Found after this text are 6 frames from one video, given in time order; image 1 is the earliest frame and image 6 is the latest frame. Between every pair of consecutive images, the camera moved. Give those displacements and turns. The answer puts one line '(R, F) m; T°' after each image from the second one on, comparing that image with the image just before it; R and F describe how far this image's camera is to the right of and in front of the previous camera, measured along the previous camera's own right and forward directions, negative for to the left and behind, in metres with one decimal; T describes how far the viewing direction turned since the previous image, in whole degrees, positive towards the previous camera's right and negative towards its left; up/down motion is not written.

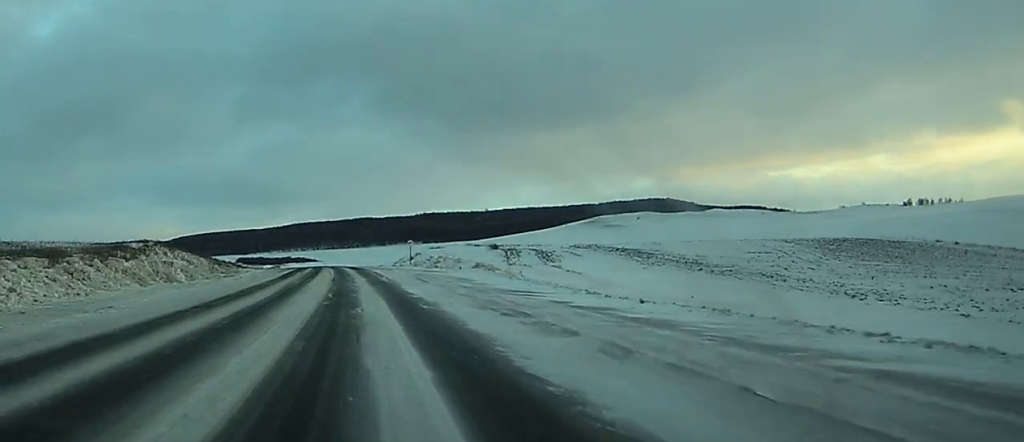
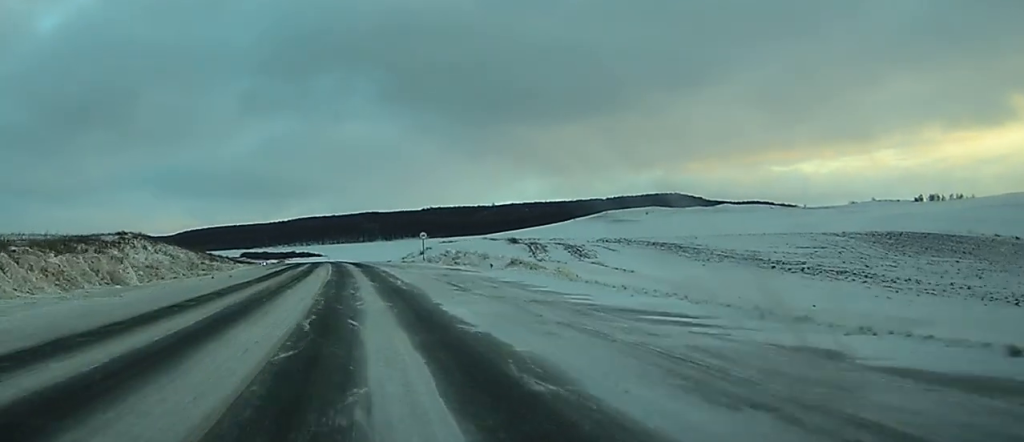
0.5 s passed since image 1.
(0.0, +13.3) m; 0°
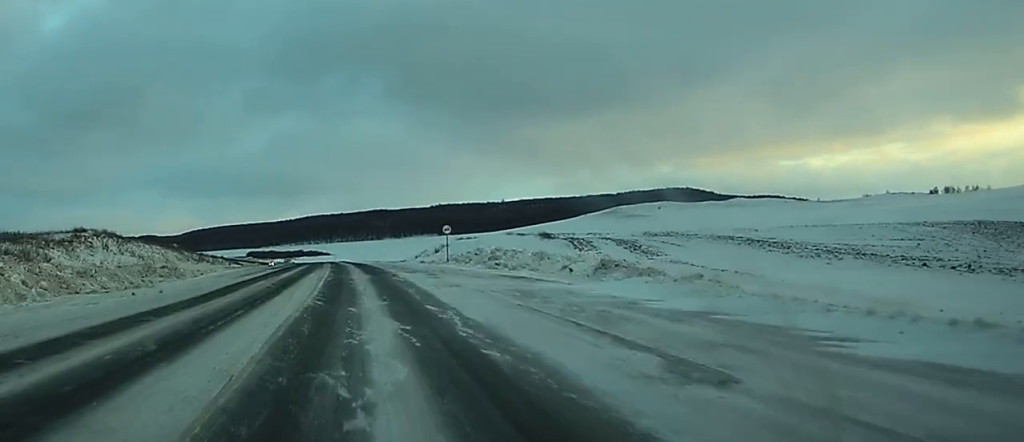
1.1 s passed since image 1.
(-0.1, +18.0) m; -1°
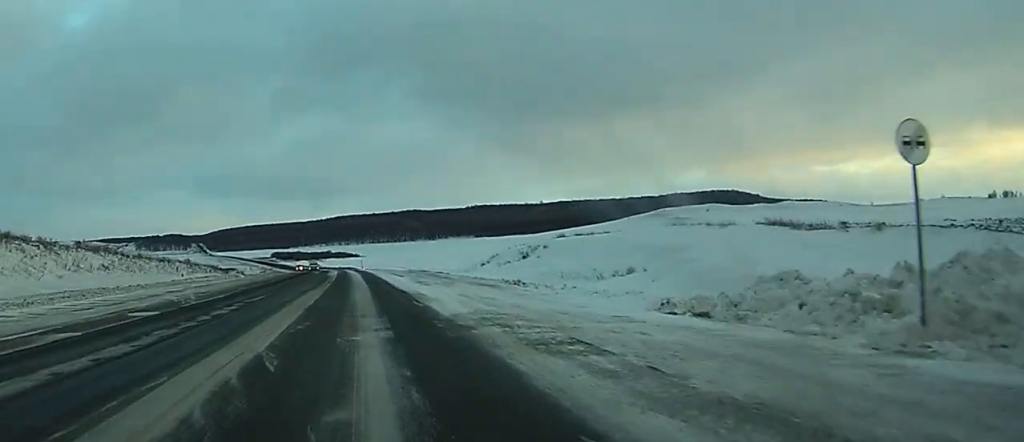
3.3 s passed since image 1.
(-1.3, +62.0) m; -2°
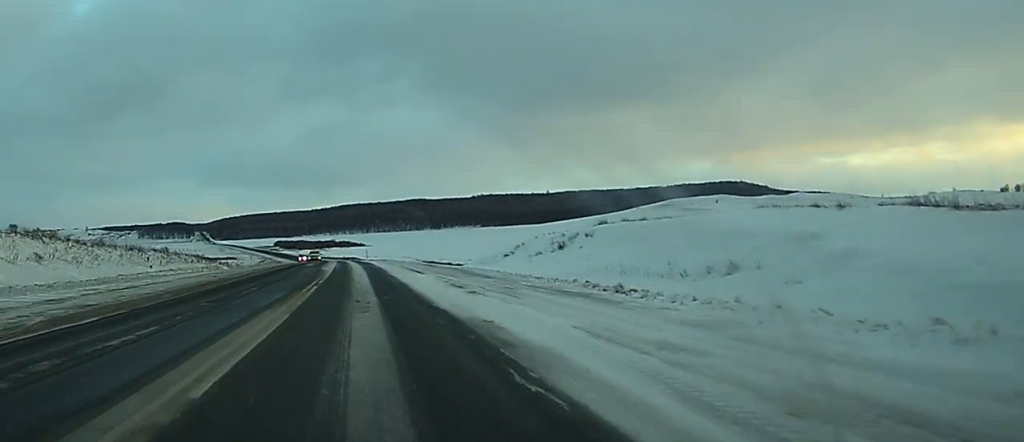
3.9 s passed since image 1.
(0.0, +15.9) m; 0°
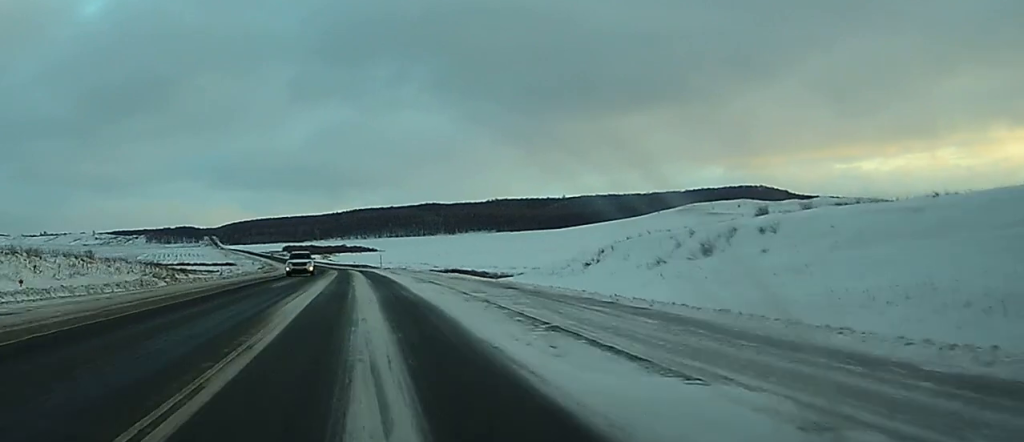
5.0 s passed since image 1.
(-0.2, +32.8) m; -1°
